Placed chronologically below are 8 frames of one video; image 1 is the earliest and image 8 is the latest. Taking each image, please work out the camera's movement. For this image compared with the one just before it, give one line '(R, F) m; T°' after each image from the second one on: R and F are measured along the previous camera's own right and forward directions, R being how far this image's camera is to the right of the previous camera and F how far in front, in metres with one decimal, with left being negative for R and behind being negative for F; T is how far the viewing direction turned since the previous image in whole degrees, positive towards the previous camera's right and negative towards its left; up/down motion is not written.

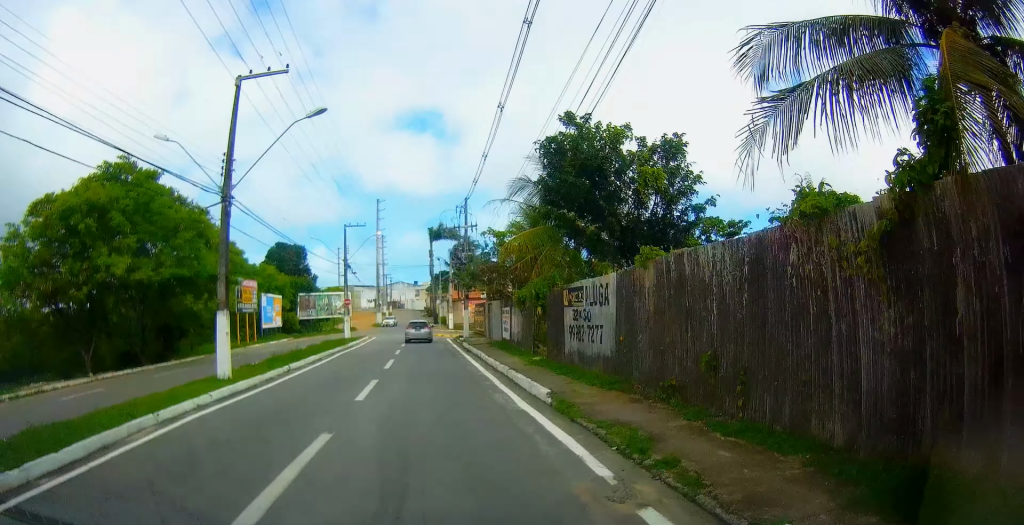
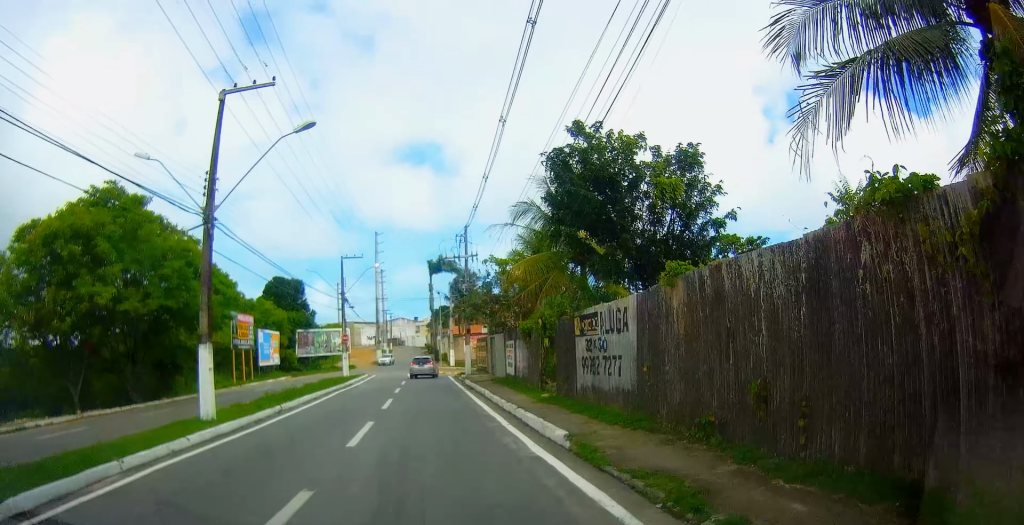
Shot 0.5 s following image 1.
(+0.1, +1.5) m; -1°
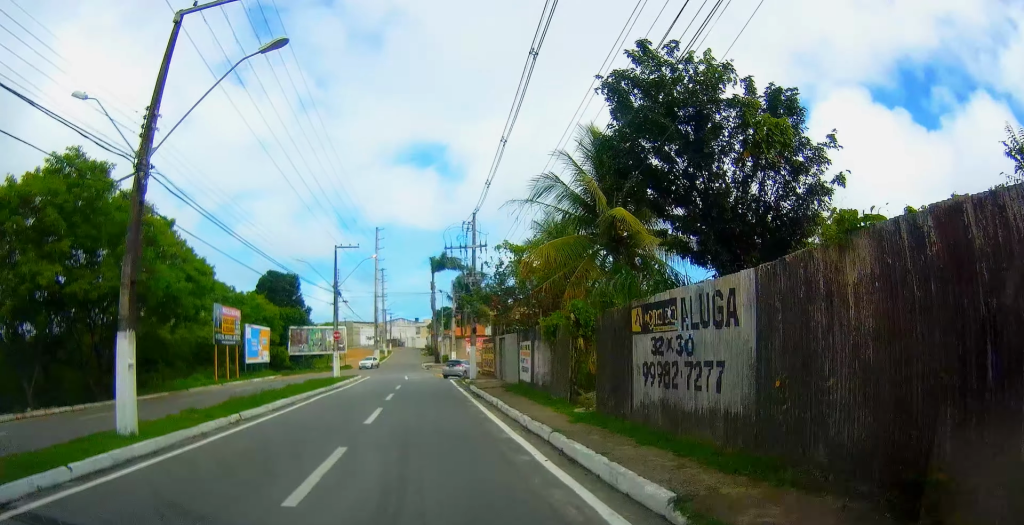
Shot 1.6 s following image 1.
(-0.3, +4.7) m; -4°
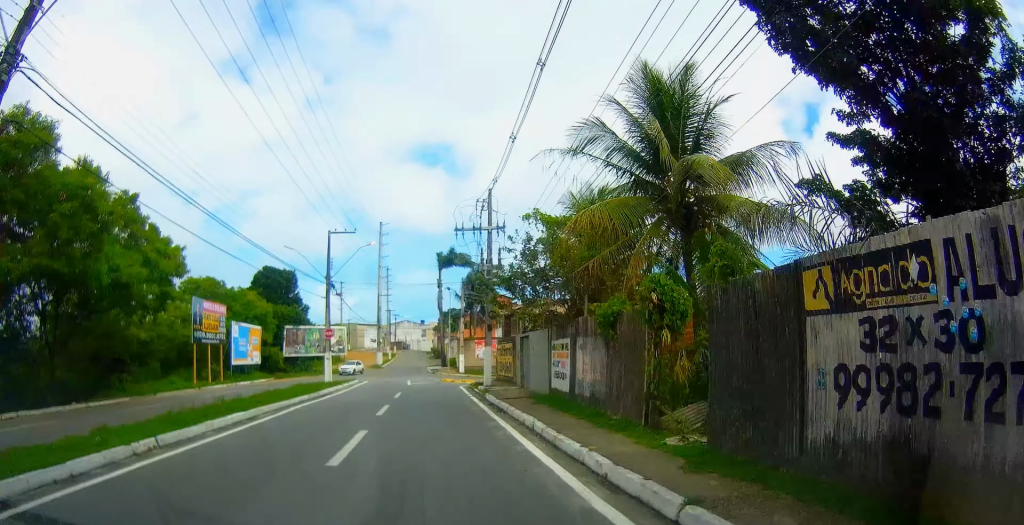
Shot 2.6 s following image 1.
(+0.1, +5.7) m; +5°
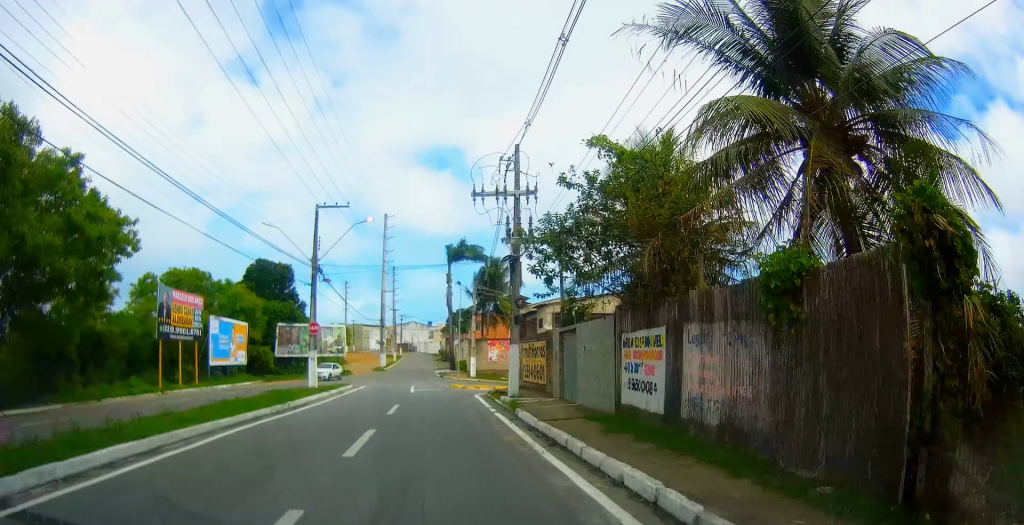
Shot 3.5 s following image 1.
(+0.4, +6.3) m; +5°
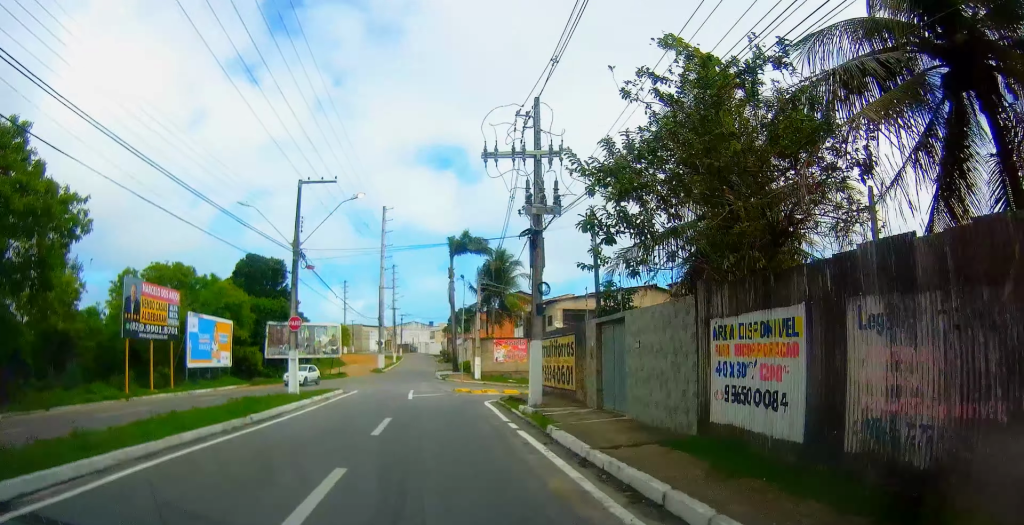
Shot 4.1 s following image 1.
(+0.1, +3.8) m; +1°
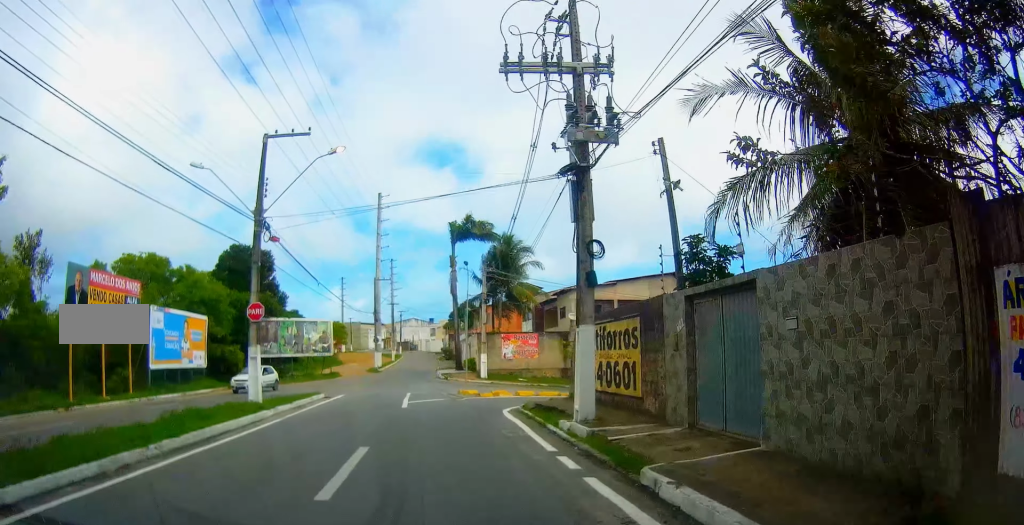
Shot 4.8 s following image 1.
(+0.2, +5.0) m; 0°
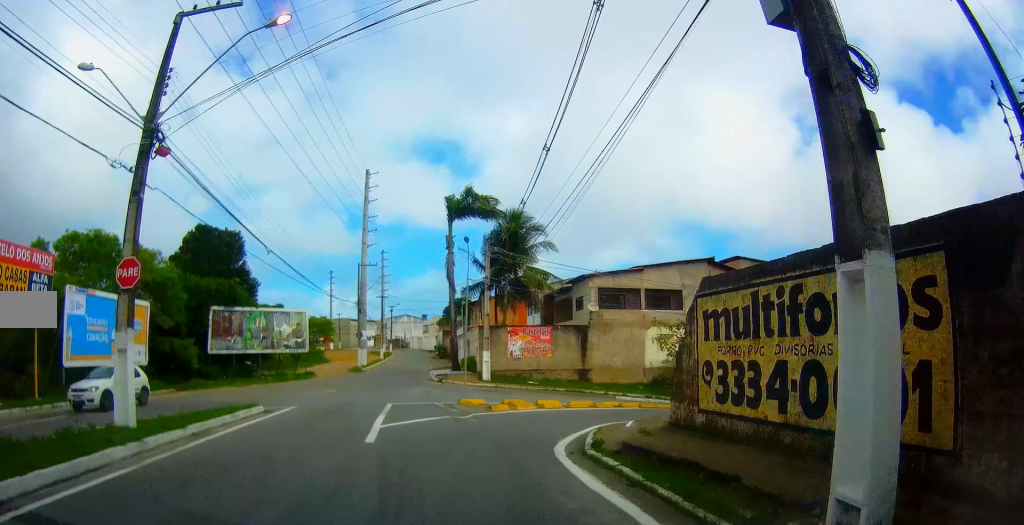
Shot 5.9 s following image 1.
(0.0, +7.5) m; +8°
